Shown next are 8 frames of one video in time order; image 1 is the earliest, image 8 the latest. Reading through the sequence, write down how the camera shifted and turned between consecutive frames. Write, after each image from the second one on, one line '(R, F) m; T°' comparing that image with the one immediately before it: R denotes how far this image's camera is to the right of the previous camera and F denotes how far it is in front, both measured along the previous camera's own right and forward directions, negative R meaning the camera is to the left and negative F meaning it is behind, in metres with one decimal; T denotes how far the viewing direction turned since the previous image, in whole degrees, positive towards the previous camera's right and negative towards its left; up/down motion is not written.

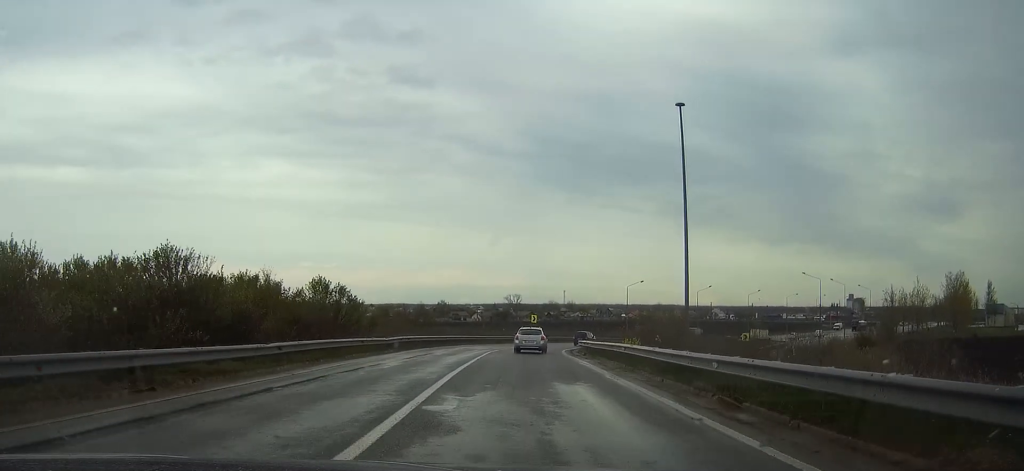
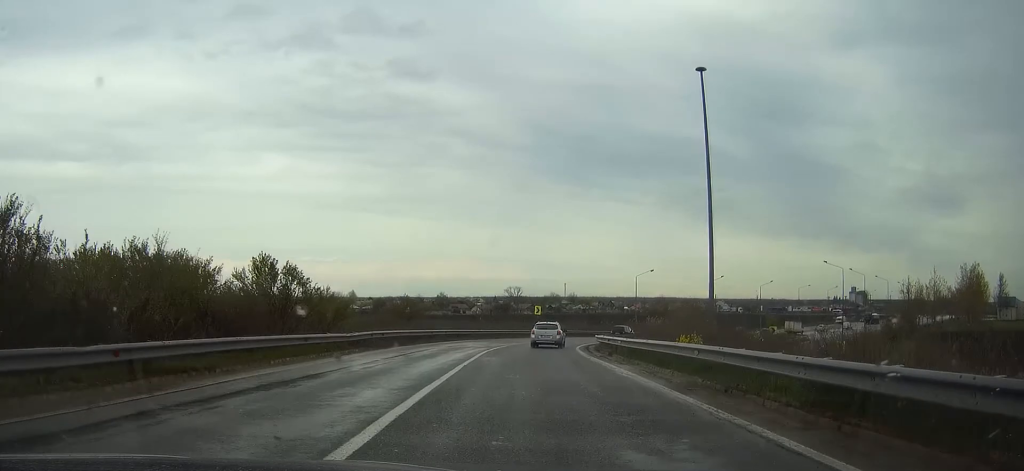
(+0.1, +9.4) m; 0°
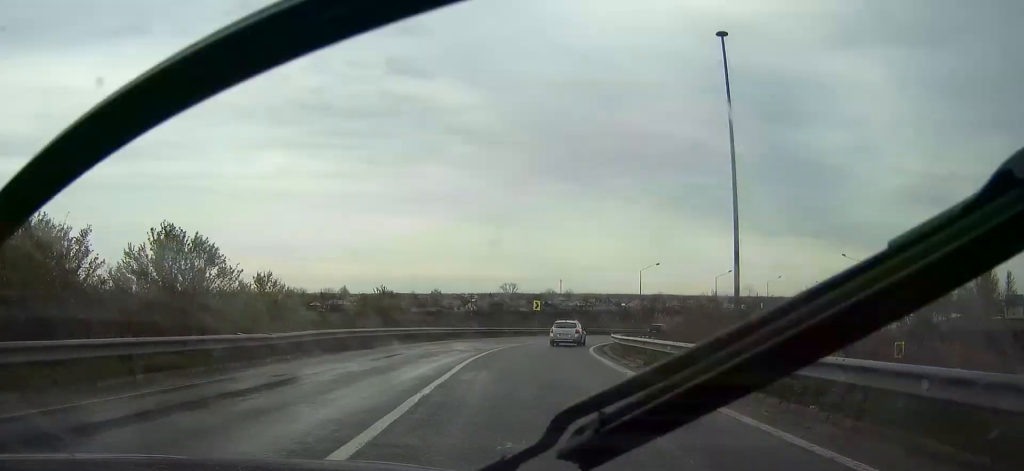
(0.0, +9.0) m; 0°
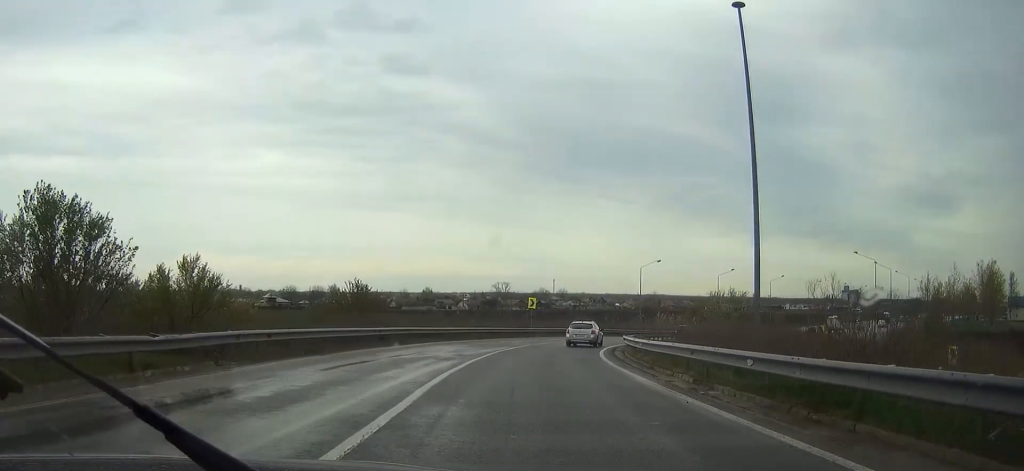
(0.0, +6.7) m; 0°
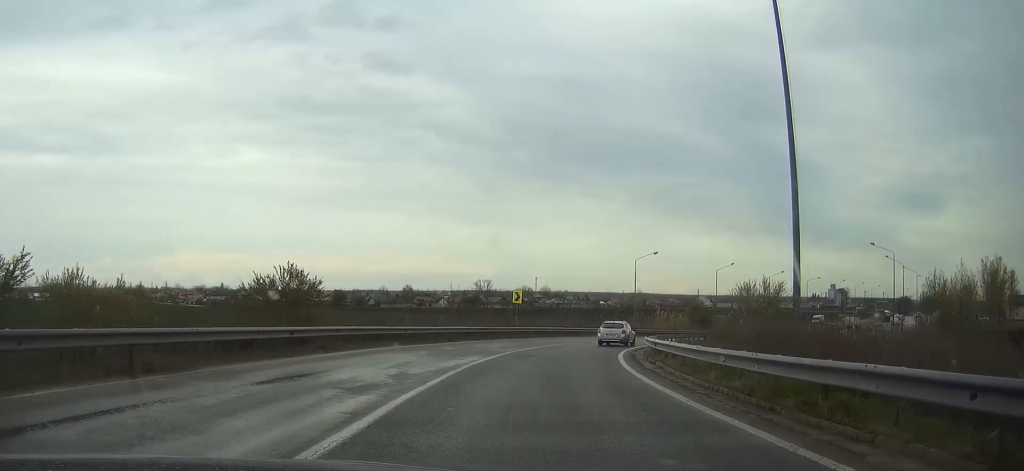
(+0.1, +10.7) m; +2°
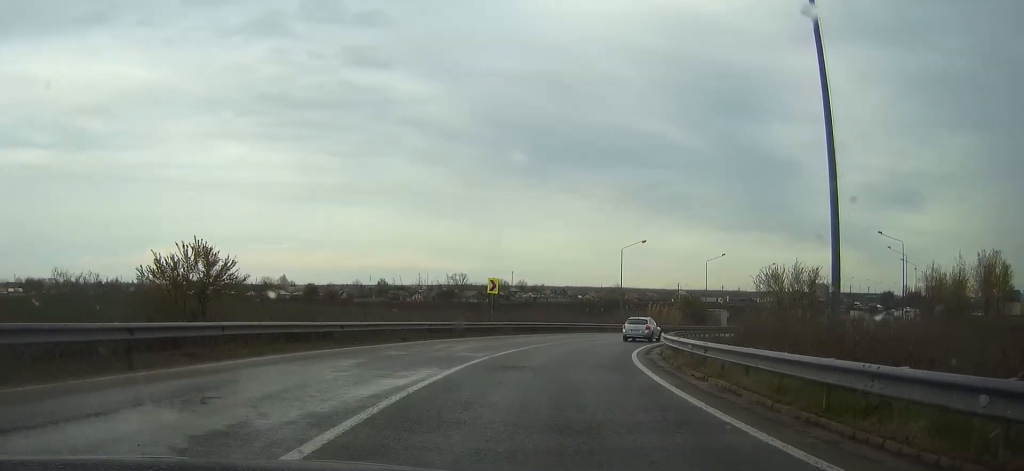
(+0.1, +8.4) m; +3°
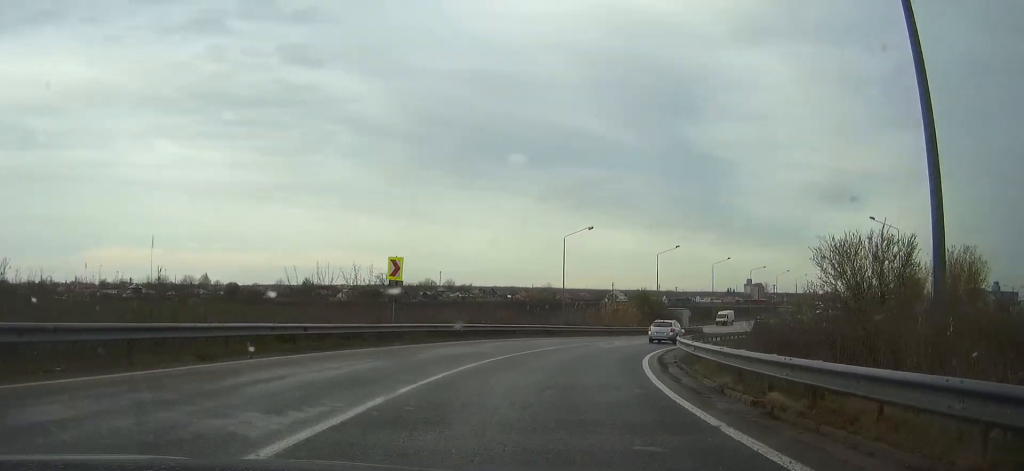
(+0.7, +14.5) m; +6°
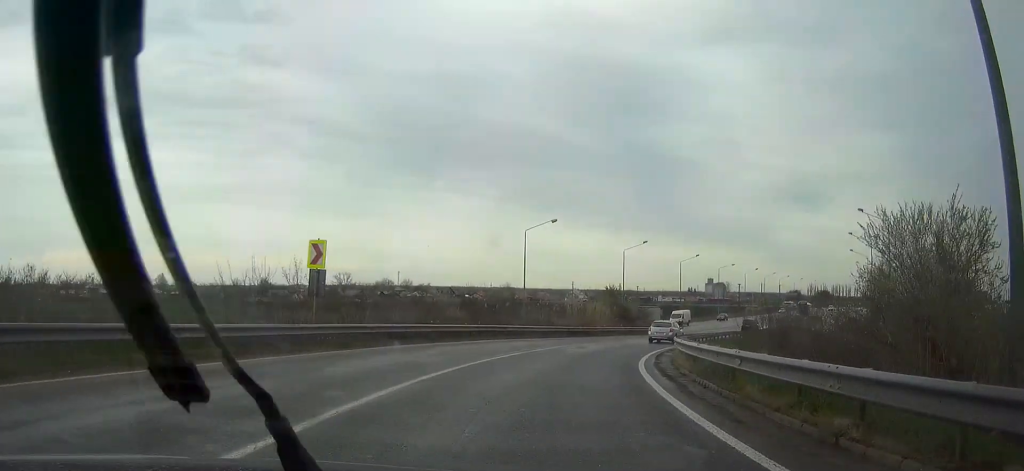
(0.0, +6.1) m; +3°
